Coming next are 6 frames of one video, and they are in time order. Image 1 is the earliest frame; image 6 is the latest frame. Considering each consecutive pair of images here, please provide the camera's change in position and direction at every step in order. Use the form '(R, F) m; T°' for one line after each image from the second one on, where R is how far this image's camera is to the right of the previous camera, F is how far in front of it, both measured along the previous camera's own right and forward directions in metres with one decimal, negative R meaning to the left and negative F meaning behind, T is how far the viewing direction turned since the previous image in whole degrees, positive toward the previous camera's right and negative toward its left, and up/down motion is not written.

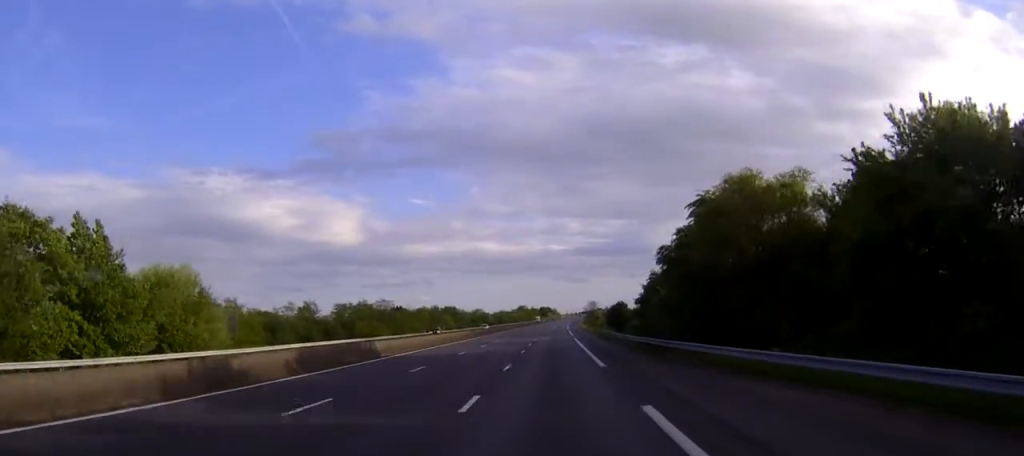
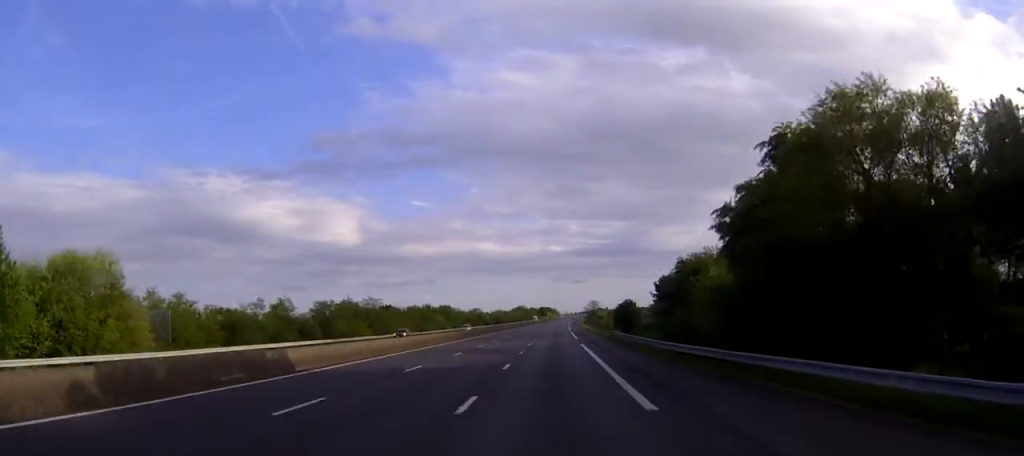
(0.0, +13.7) m; 0°
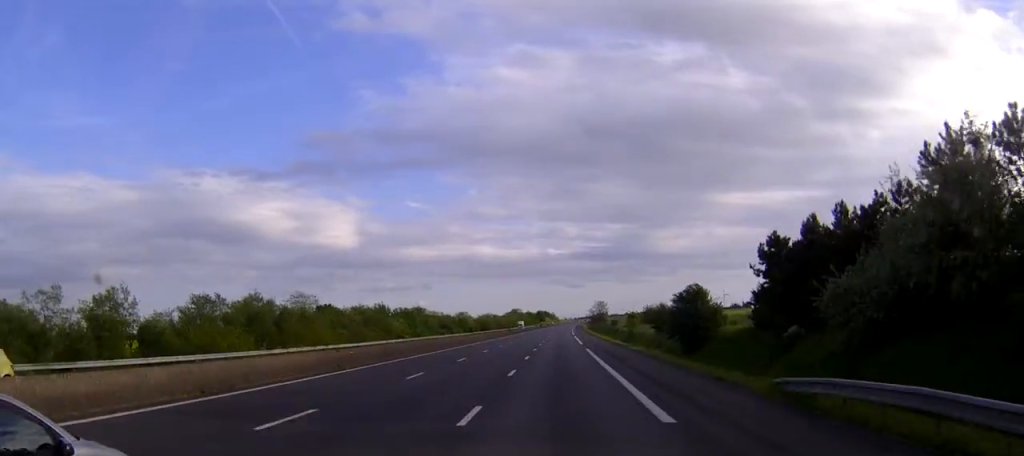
(0.0, +52.6) m; 0°
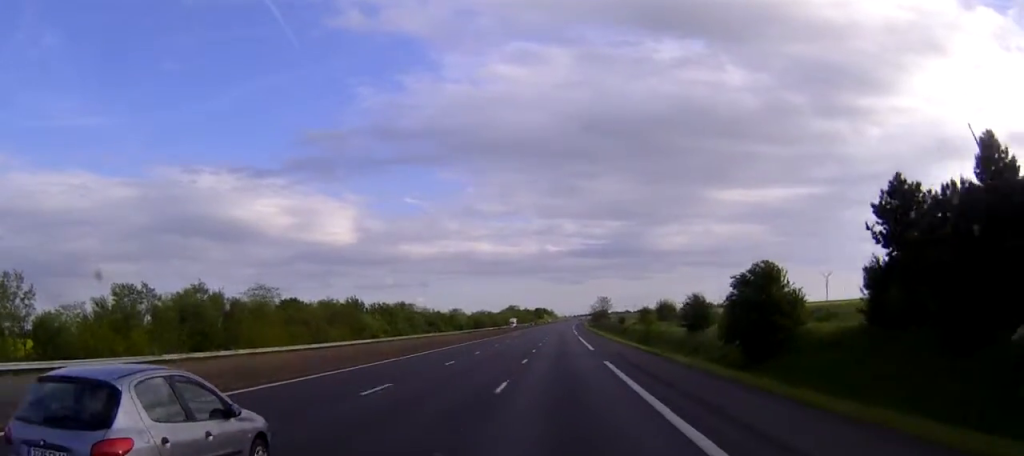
(0.0, +19.4) m; 0°
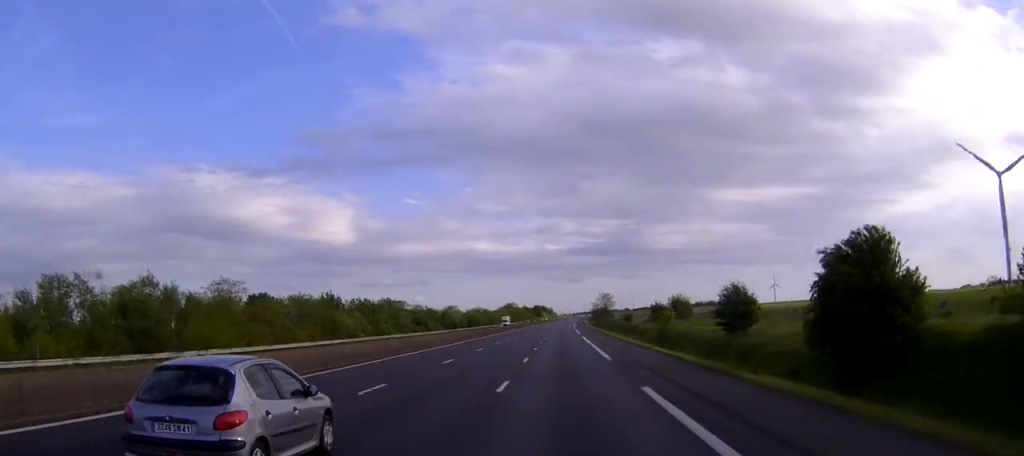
(0.0, +13.6) m; 0°
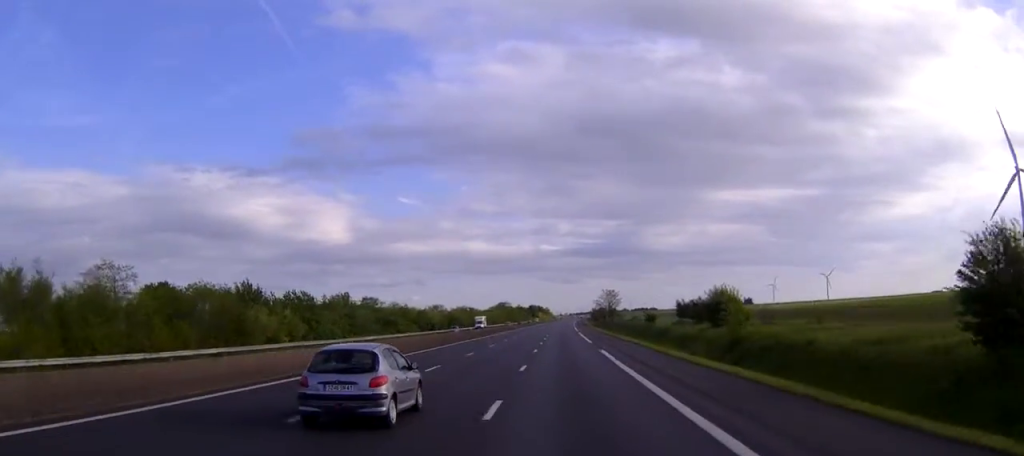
(+0.1, +31.1) m; 0°
